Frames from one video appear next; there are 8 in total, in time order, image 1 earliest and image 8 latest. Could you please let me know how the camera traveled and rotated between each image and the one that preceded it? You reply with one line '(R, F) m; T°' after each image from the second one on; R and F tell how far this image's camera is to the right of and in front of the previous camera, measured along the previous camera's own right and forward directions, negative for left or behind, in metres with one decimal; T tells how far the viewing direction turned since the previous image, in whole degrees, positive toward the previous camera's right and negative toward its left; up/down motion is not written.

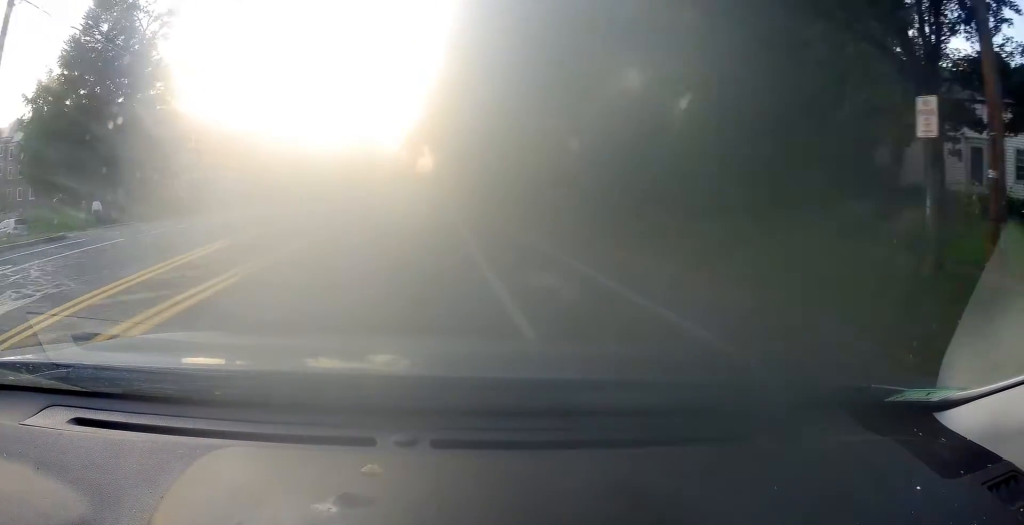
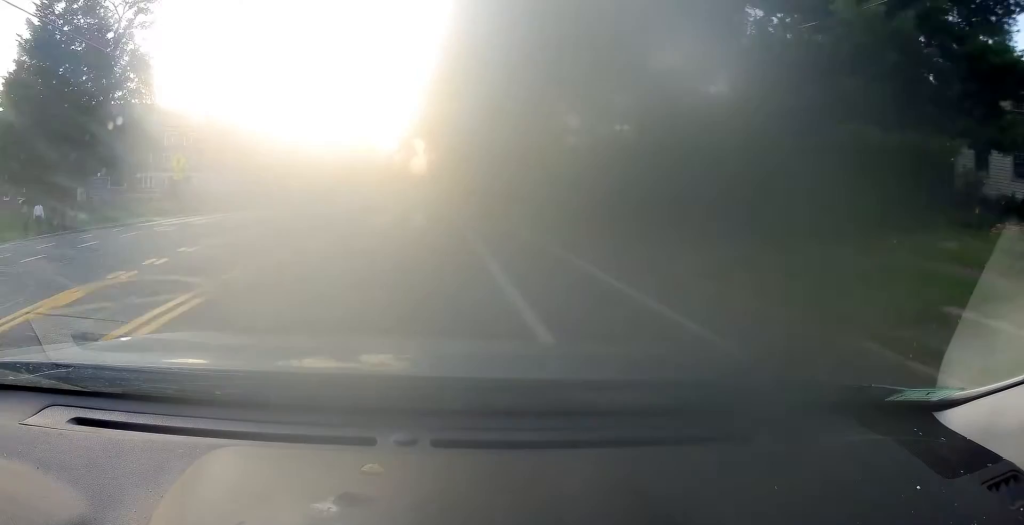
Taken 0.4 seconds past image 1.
(+0.3, +6.0) m; 0°
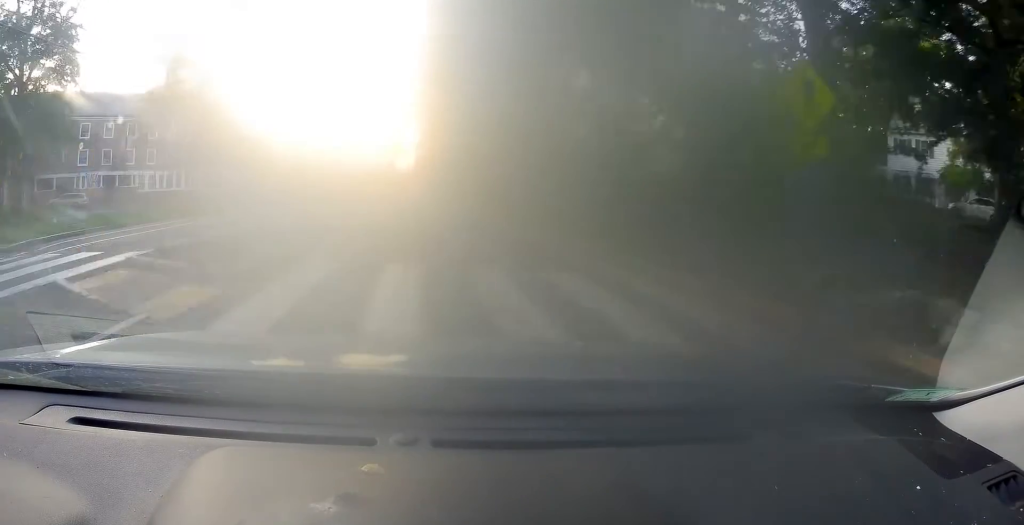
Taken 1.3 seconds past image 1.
(-0.5, +14.3) m; +1°
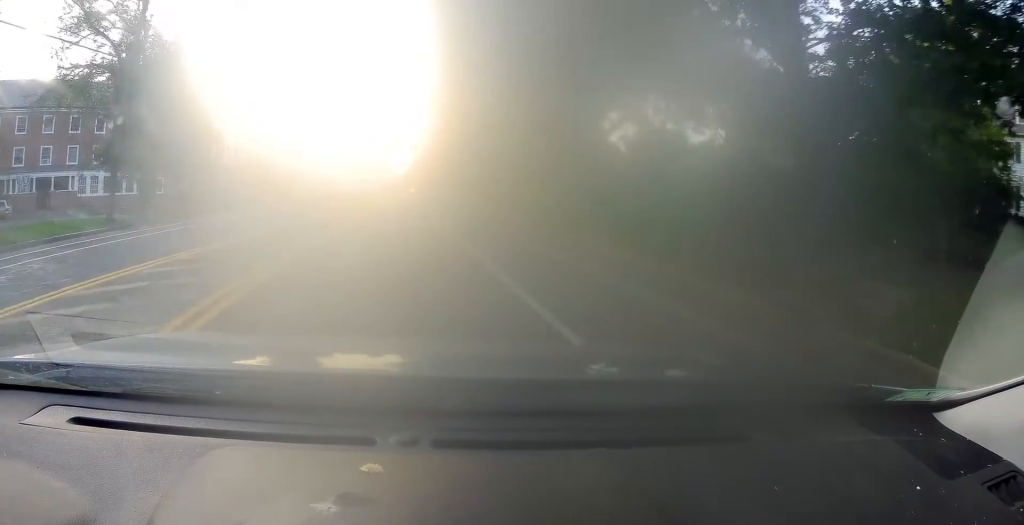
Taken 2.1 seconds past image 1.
(+0.5, +12.5) m; +2°
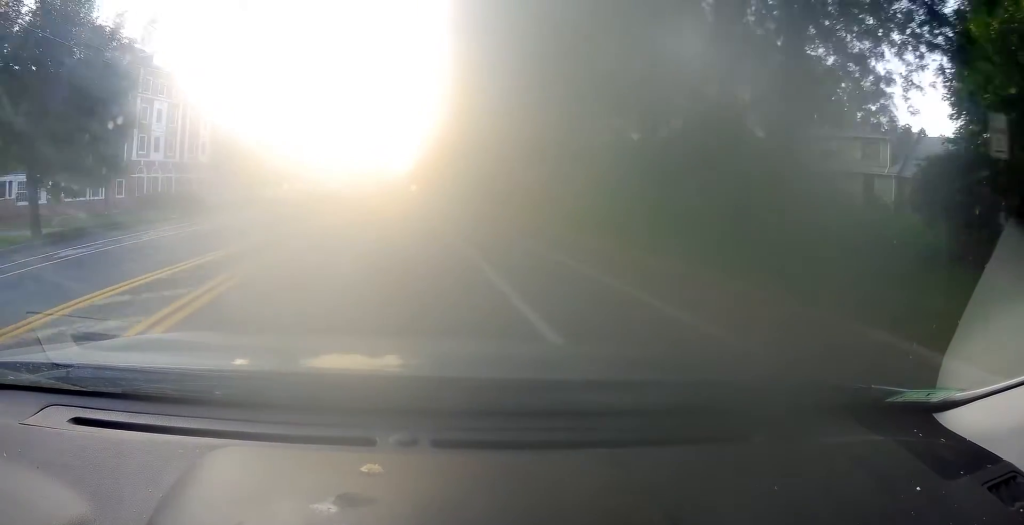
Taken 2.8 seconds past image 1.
(+0.3, +10.5) m; +1°
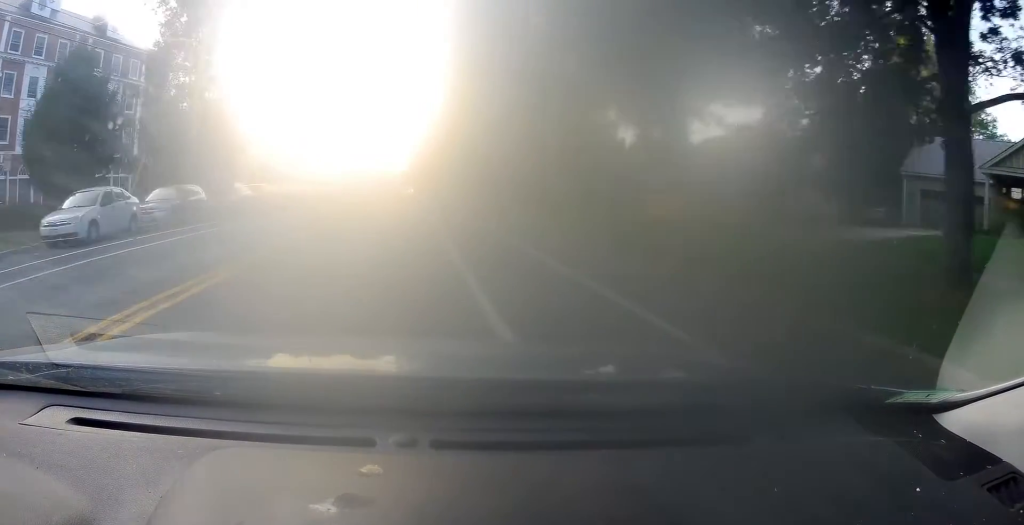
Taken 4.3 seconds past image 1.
(-0.5, +24.0) m; -2°
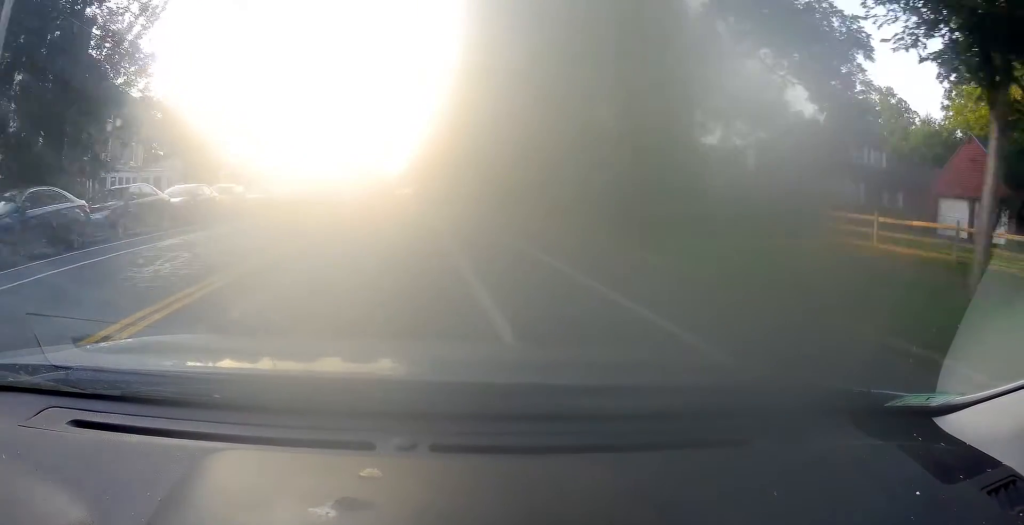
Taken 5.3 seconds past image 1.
(-0.2, +15.1) m; 0°
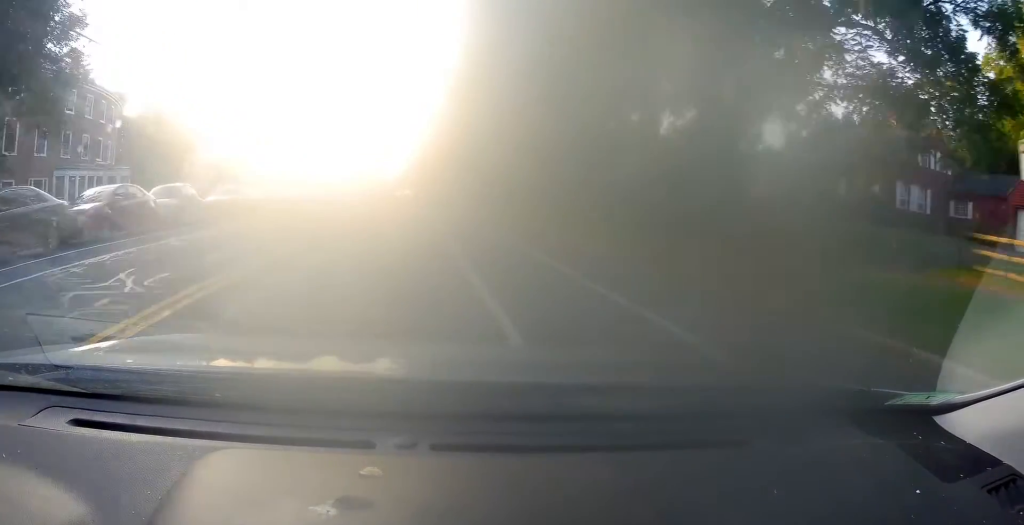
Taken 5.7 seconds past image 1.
(0.0, +6.3) m; 0°
